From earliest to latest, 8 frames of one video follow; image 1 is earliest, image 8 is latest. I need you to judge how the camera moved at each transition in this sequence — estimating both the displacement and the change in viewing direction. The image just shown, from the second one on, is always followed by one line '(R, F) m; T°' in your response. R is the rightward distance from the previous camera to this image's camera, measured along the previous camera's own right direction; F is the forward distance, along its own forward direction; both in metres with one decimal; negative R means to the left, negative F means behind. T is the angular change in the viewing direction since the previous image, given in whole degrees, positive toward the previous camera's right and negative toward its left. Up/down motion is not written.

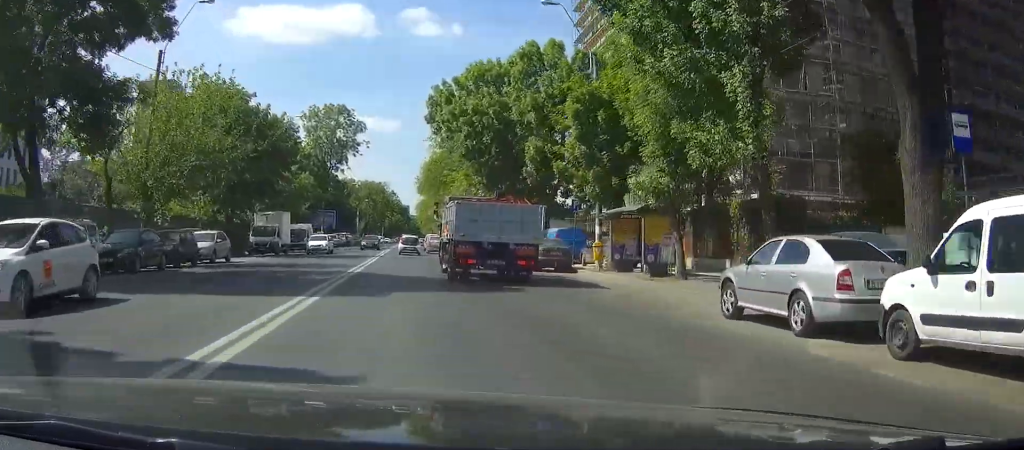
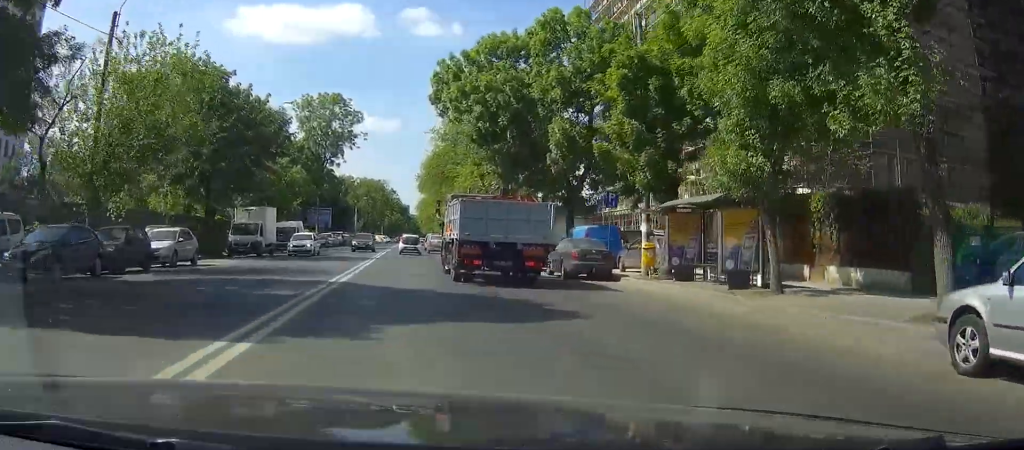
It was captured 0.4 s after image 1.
(0.0, +6.1) m; 0°
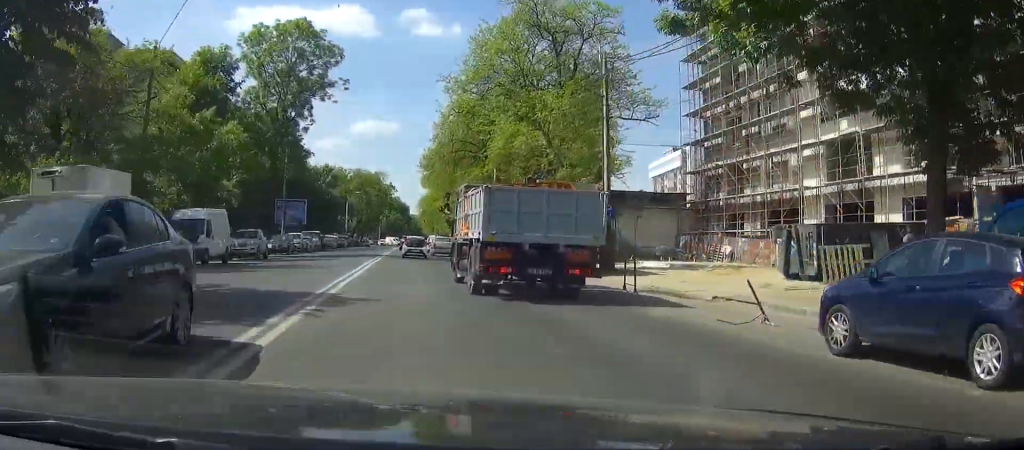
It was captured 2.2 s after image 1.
(+0.1, +26.6) m; 0°
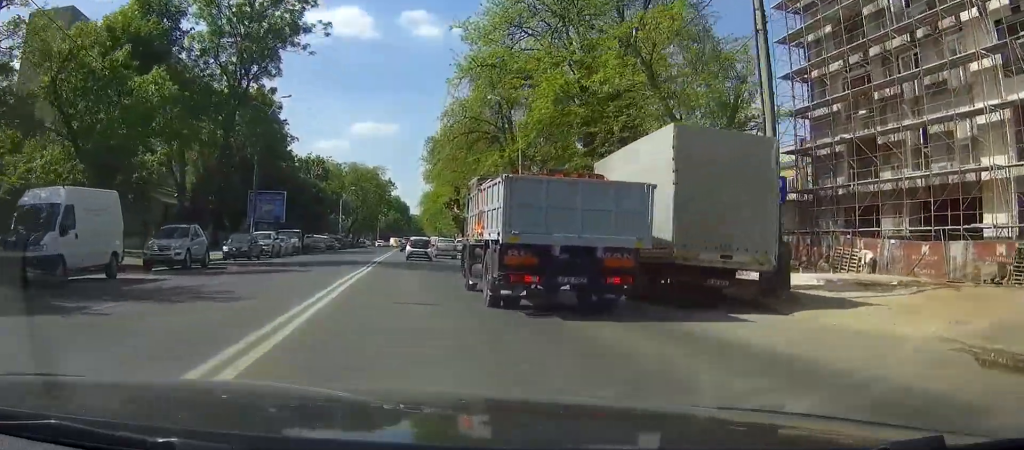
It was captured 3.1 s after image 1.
(-0.1, +13.8) m; 0°
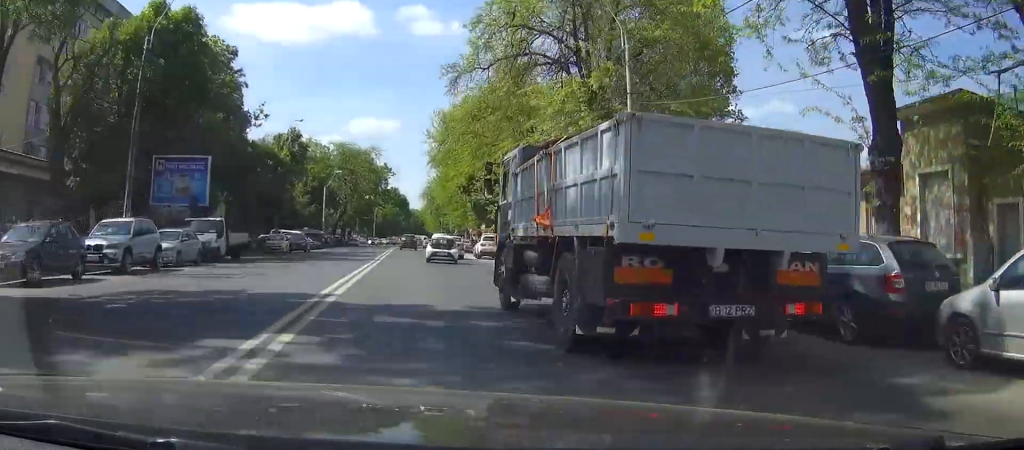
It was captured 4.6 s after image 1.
(+0.1, +24.9) m; 0°
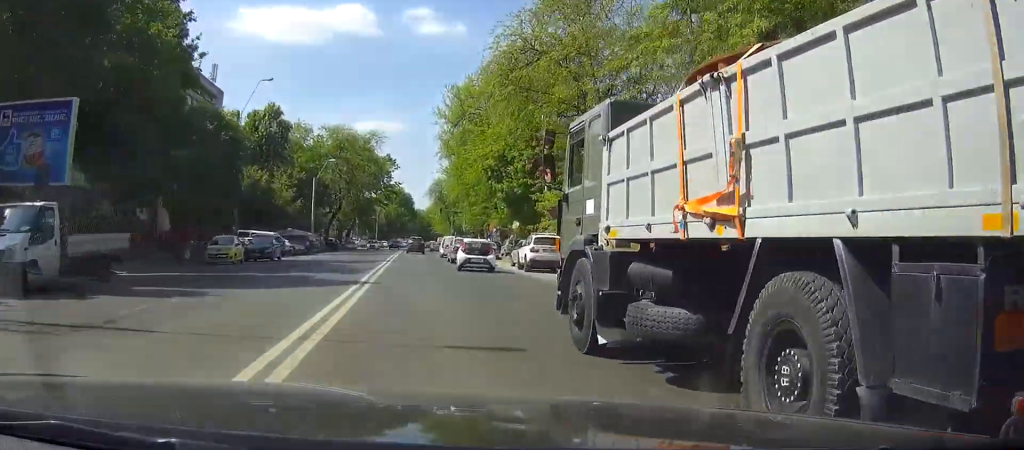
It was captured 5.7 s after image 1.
(-0.2, +17.4) m; -1°
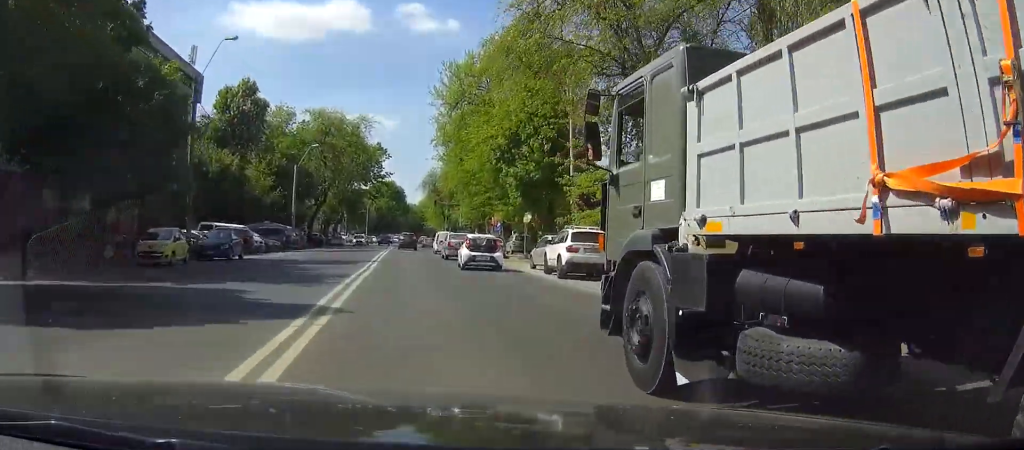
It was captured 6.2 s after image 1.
(0.0, +8.8) m; 0°
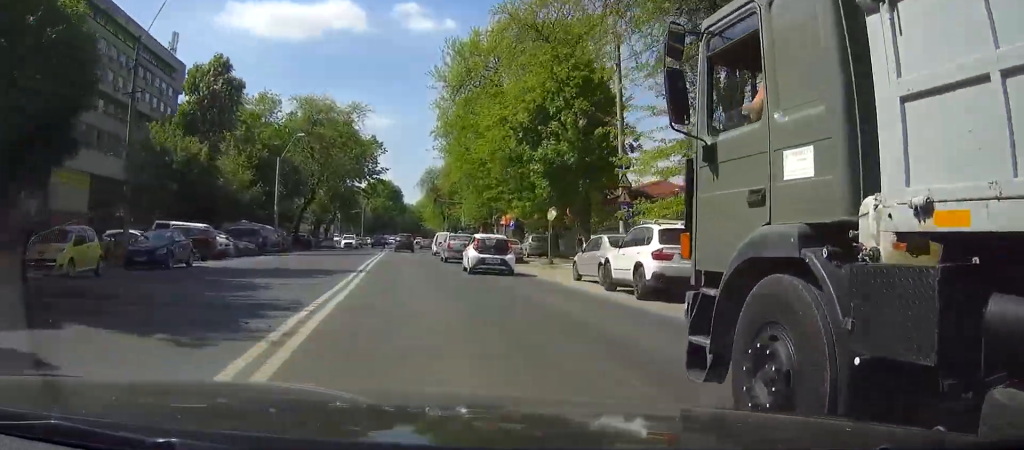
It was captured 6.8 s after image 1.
(0.0, +8.7) m; 0°
